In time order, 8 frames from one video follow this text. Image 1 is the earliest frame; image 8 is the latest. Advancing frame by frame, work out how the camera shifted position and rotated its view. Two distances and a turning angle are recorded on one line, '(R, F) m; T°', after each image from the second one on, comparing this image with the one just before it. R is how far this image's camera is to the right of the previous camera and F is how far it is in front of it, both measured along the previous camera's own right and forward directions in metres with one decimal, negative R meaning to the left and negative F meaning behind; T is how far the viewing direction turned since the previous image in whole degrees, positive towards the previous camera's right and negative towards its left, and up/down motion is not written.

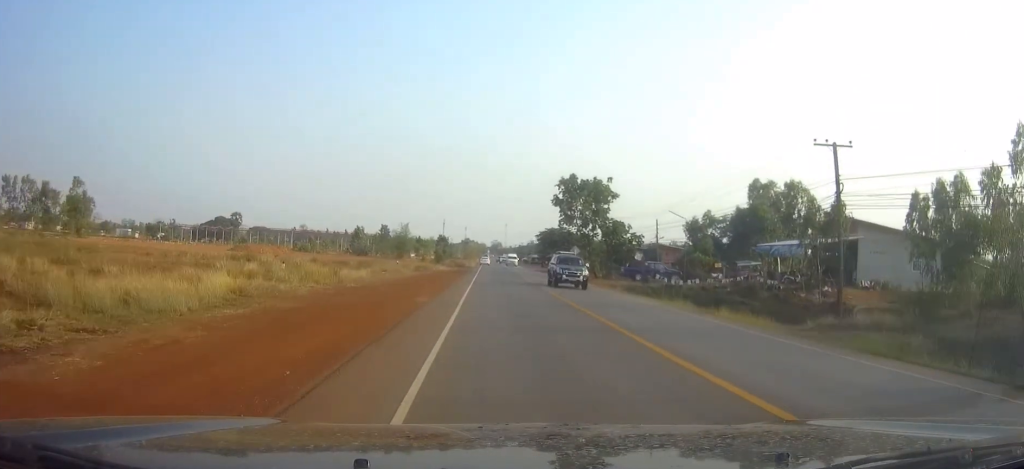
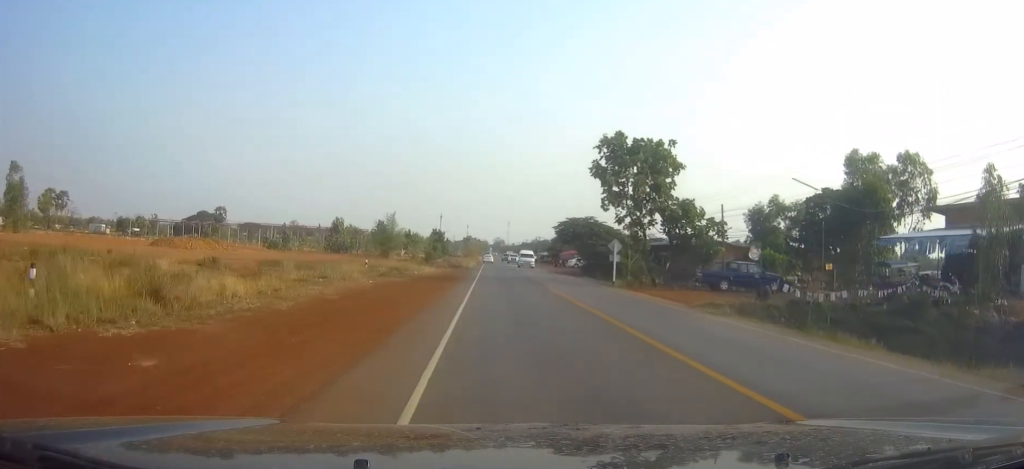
(-0.1, +20.5) m; -1°
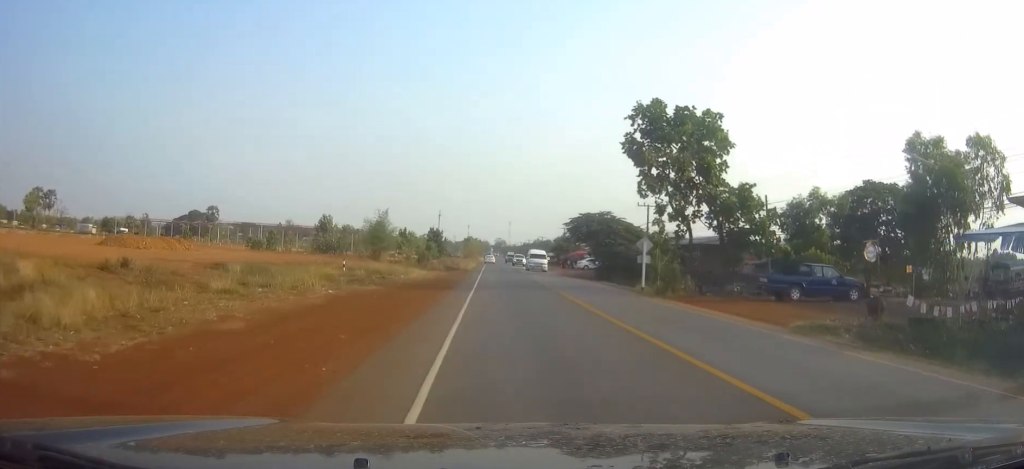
(0.0, +8.6) m; 0°
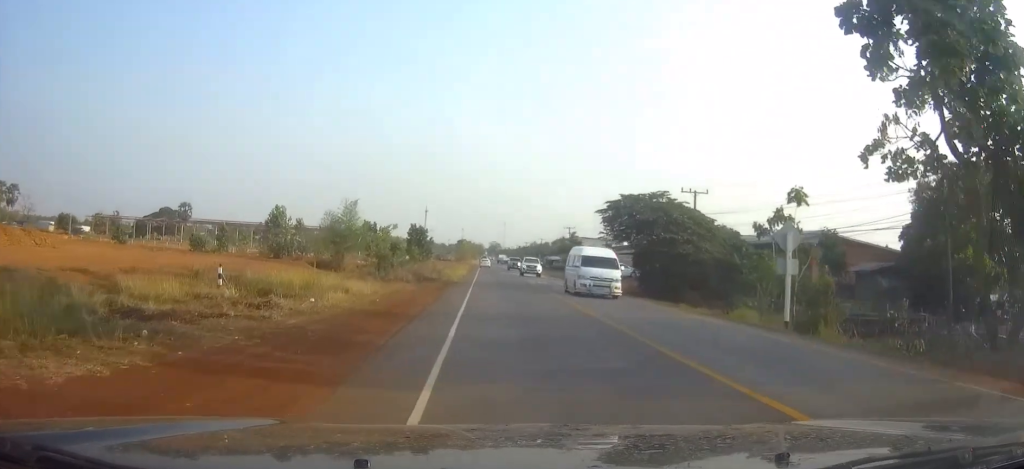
(-0.1, +20.5) m; 0°
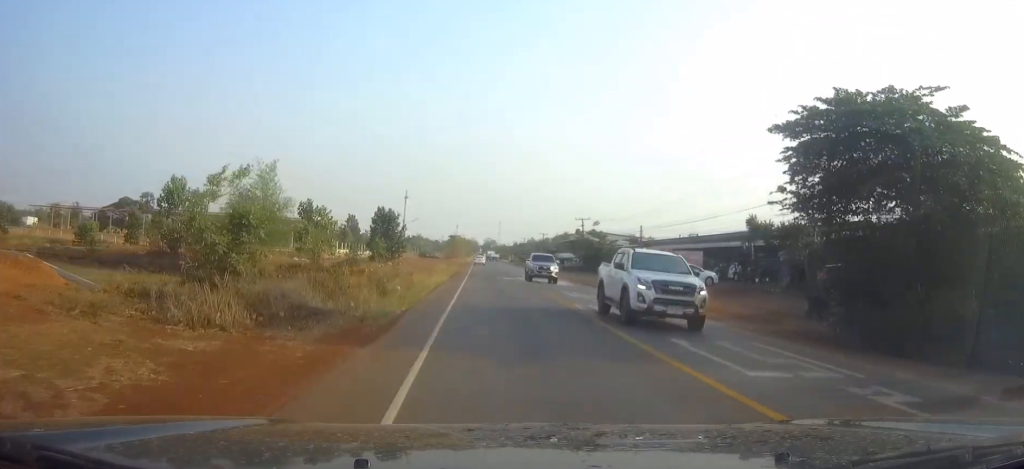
(-0.2, +25.3) m; -1°
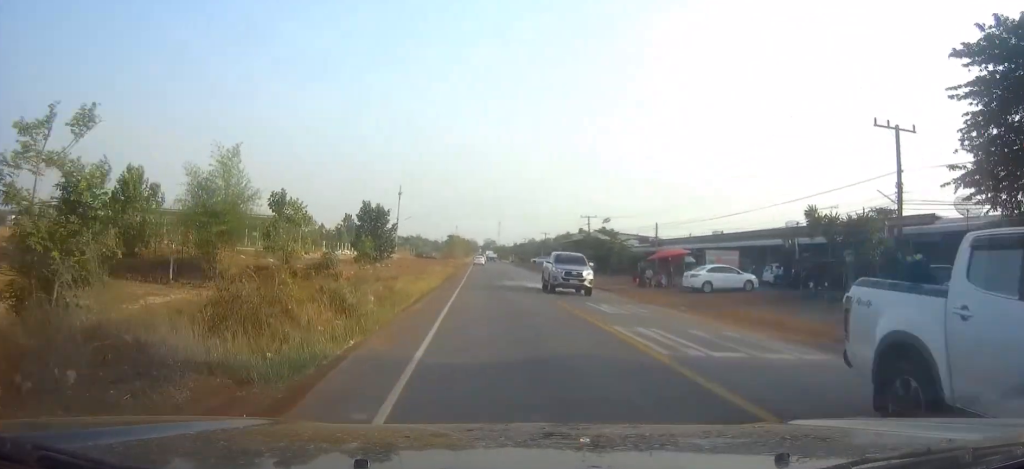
(-0.1, +7.0) m; 0°
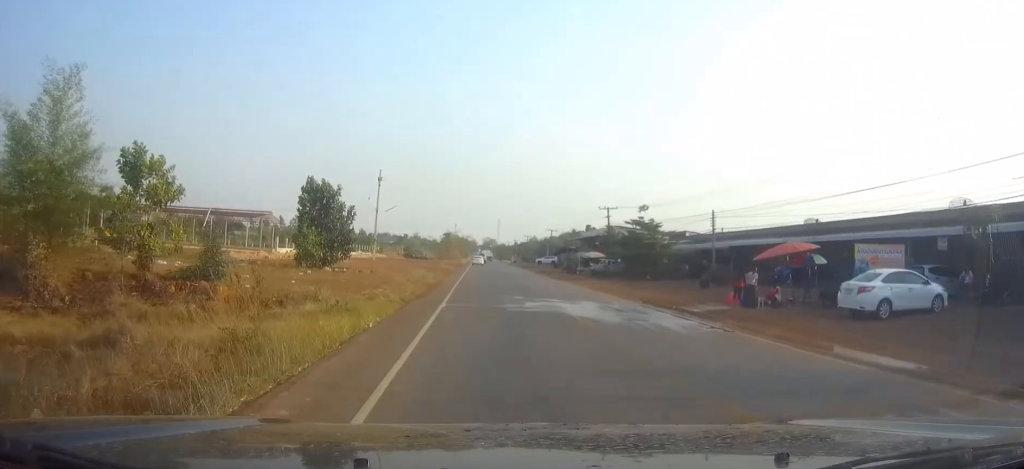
(+0.1, +18.4) m; 0°
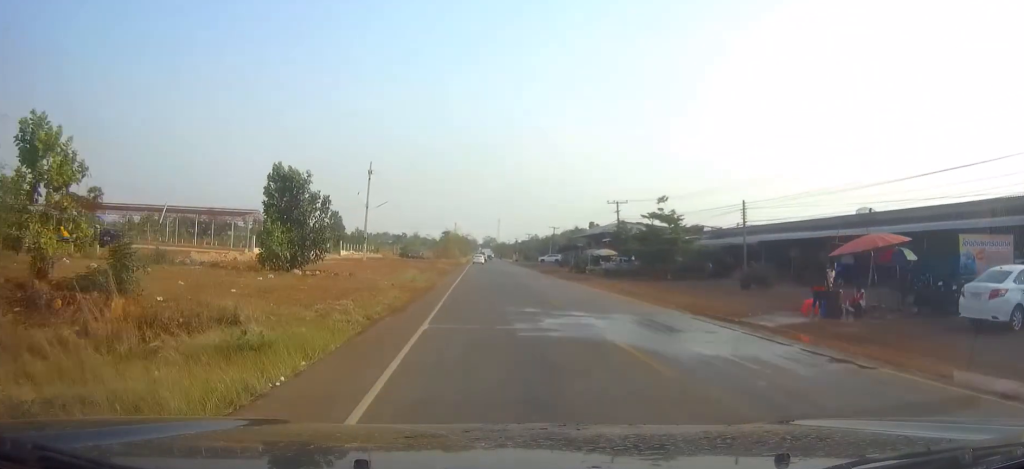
(-0.1, +6.7) m; 0°
